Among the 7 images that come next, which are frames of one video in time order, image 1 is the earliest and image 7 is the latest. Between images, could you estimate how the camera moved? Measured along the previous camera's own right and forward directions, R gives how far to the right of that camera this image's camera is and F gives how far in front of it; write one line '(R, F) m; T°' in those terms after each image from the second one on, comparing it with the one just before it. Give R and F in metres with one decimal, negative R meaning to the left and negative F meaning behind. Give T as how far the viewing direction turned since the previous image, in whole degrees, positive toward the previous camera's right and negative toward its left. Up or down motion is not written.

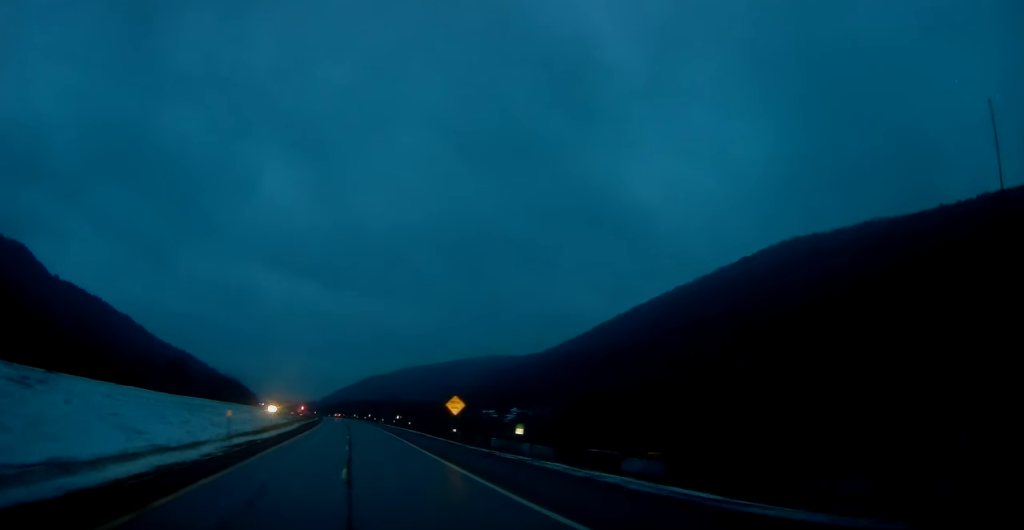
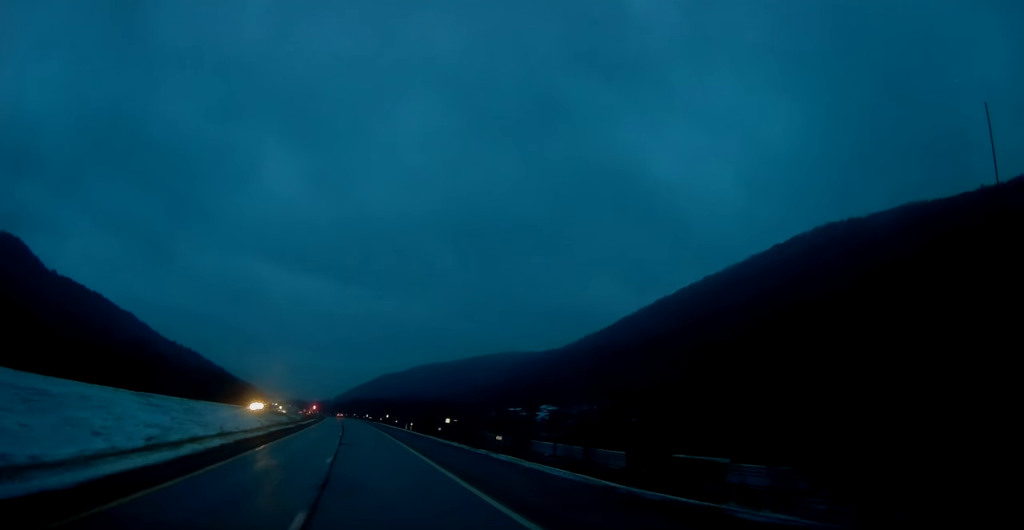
(-0.7, +44.1) m; -2°
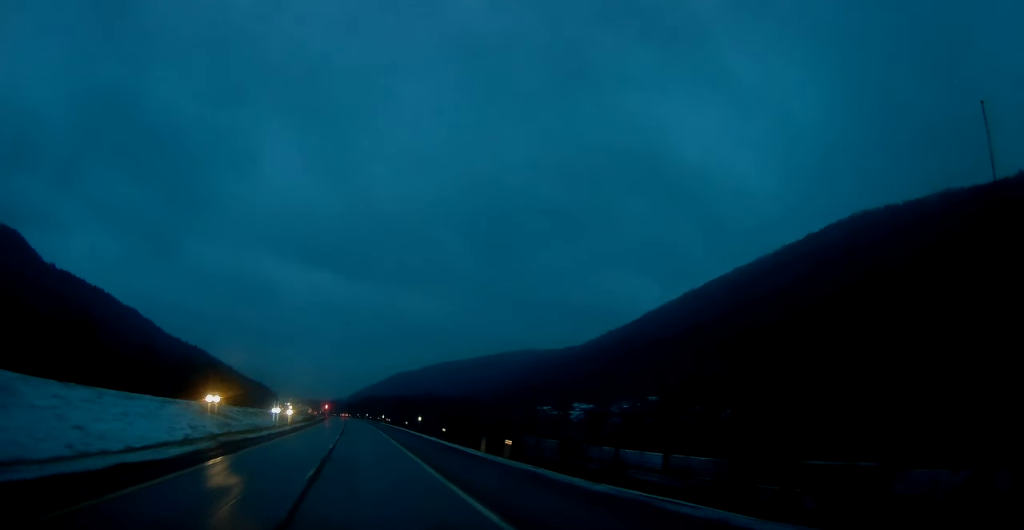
(-0.3, +40.9) m; -1°
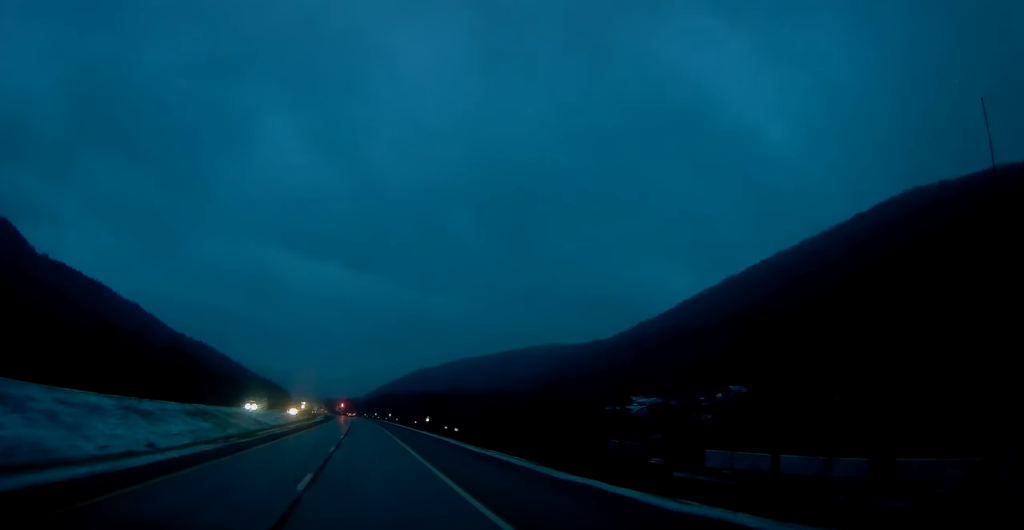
(-1.1, +61.9) m; -2°
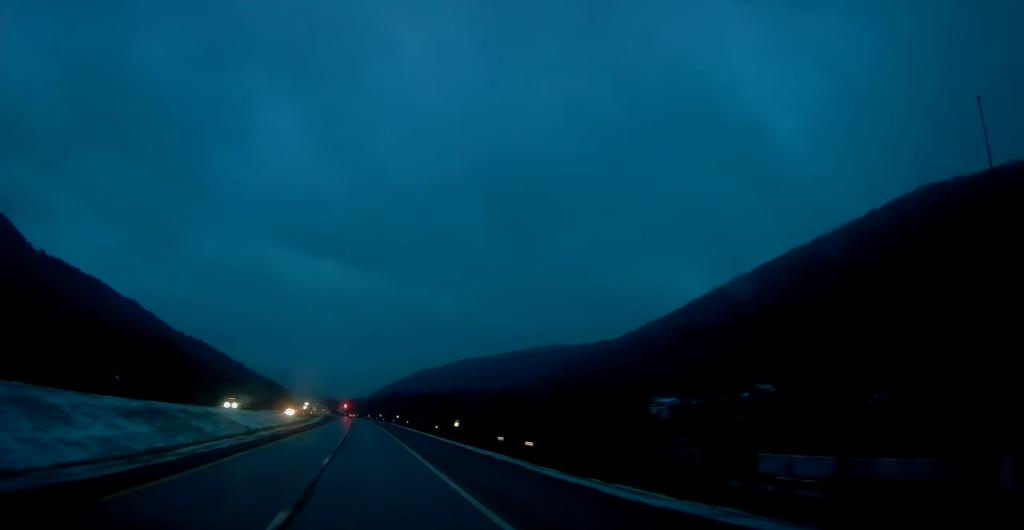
(0.0, +17.8) m; 0°
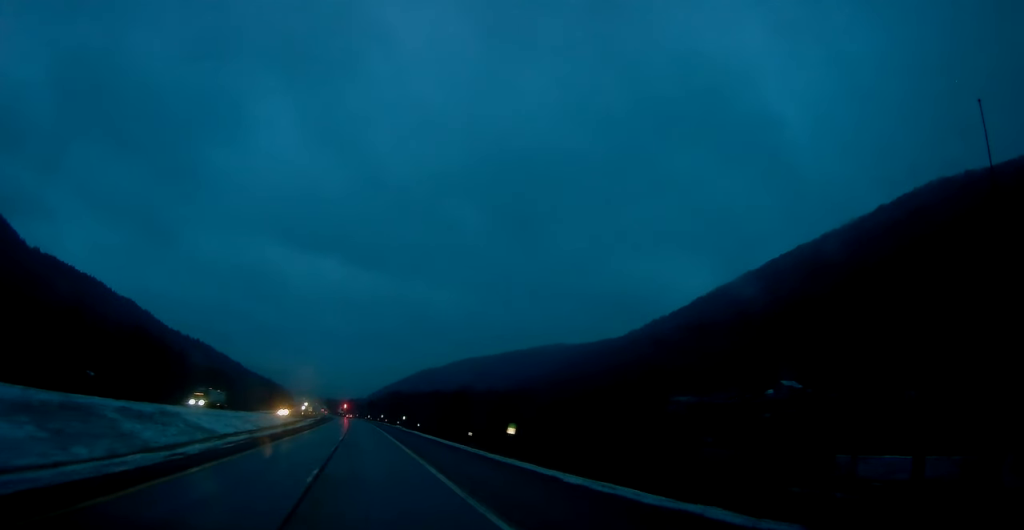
(-0.1, +16.8) m; 0°
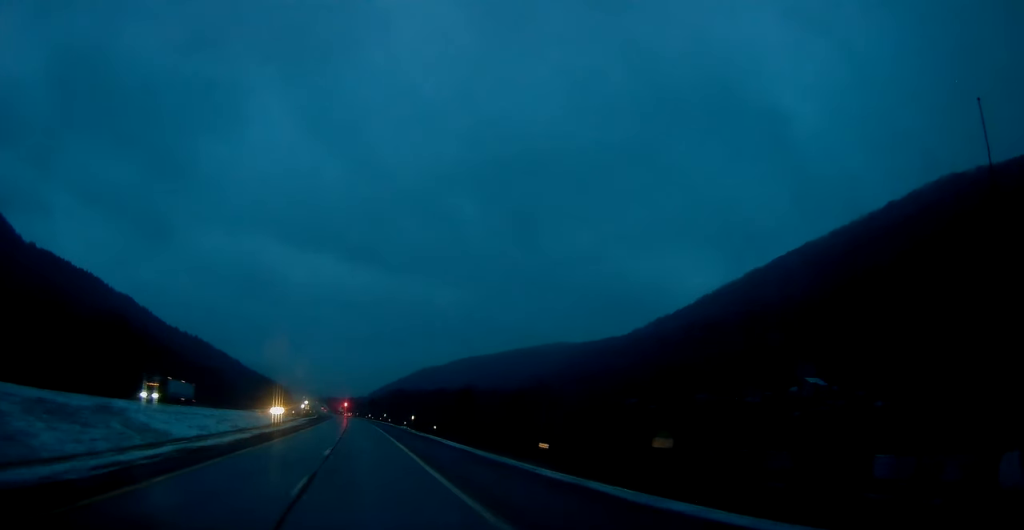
(-0.1, +14.7) m; 0°
